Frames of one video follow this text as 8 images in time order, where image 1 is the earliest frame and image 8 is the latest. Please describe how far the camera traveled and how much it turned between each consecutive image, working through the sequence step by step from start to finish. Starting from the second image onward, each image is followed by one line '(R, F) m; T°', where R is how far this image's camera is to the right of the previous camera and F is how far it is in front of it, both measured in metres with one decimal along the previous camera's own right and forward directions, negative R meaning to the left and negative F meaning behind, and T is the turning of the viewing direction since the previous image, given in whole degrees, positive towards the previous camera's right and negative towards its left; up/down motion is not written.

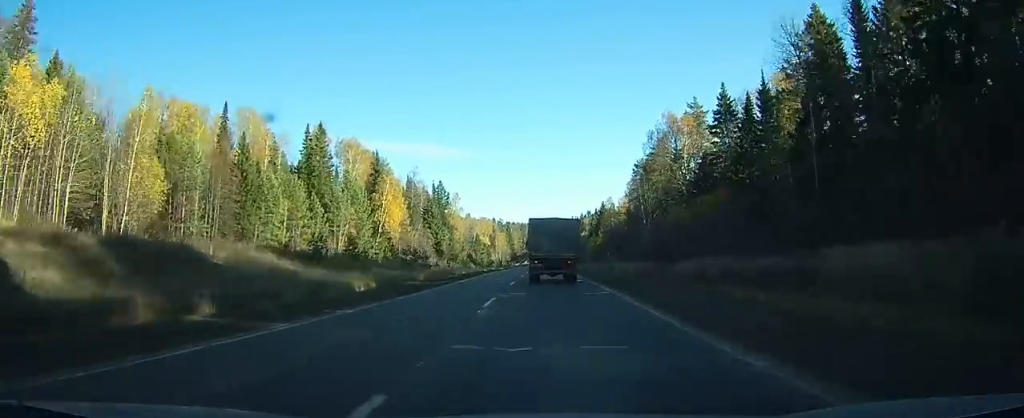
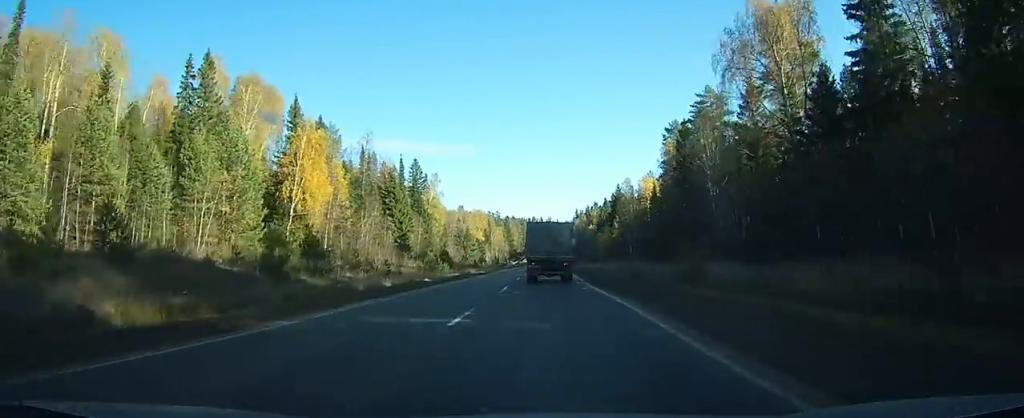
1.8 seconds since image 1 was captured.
(+0.3, +40.2) m; +1°
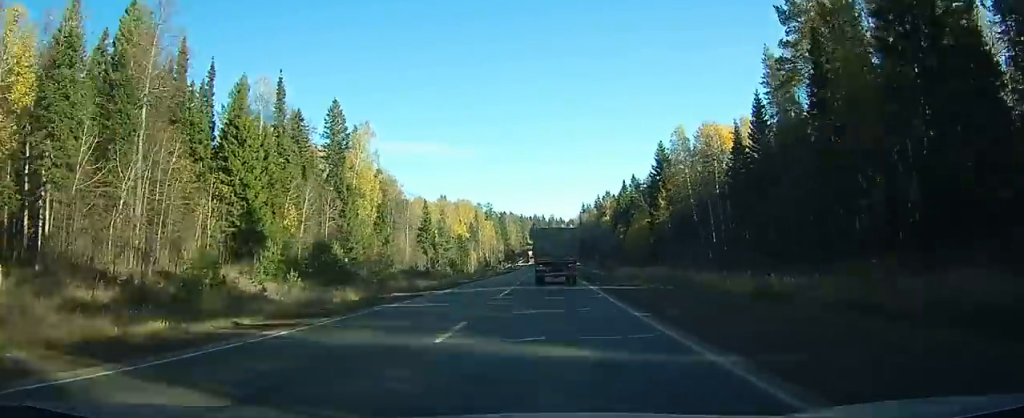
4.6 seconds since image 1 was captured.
(+1.0, +62.3) m; +1°
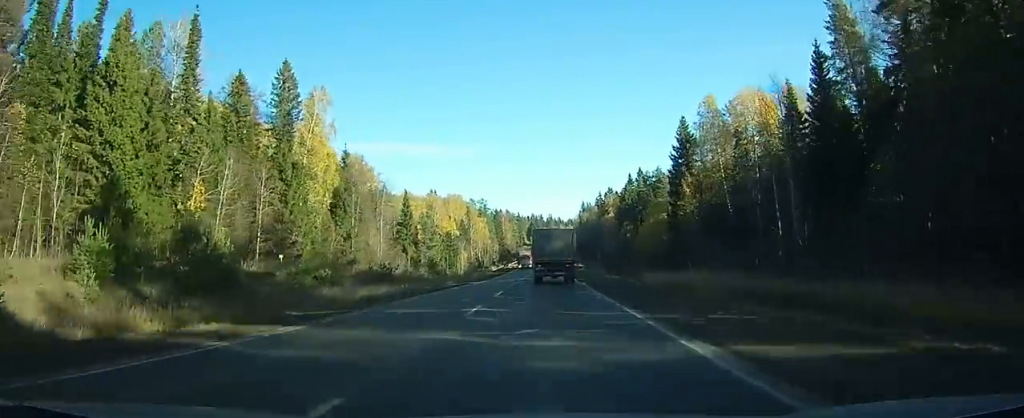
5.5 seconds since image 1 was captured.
(0.0, +19.4) m; 0°
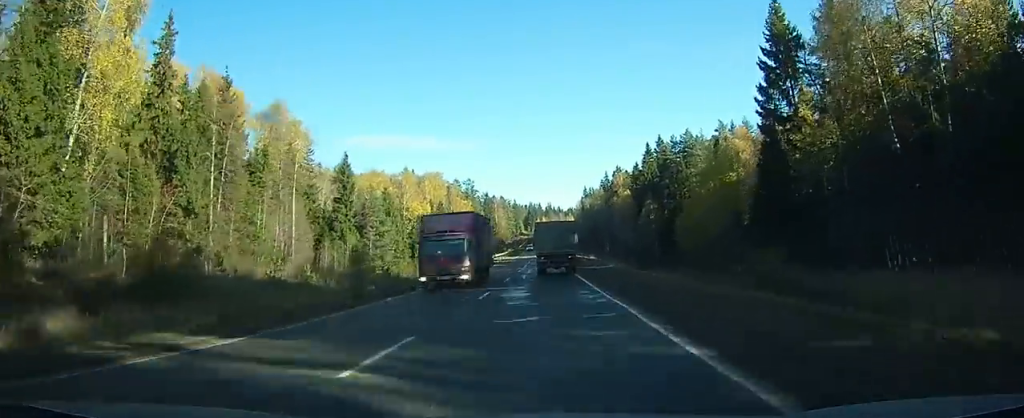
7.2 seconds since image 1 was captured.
(-0.4, +39.0) m; -1°
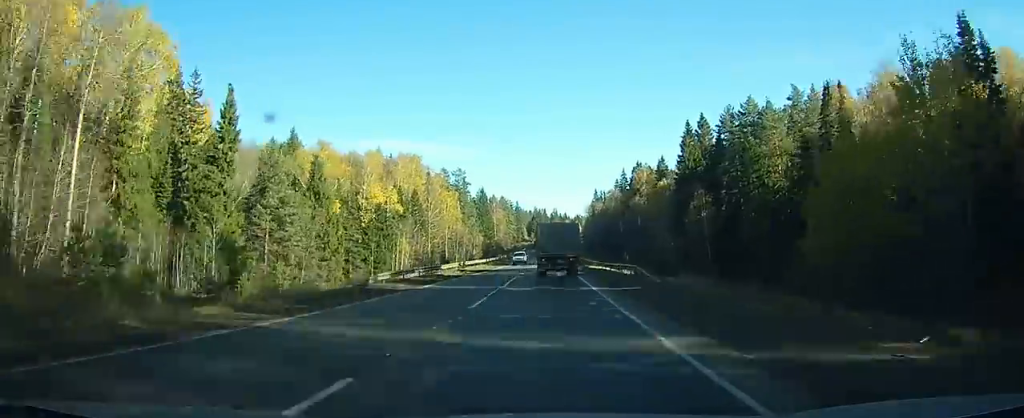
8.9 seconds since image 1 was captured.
(-0.1, +38.2) m; -1°
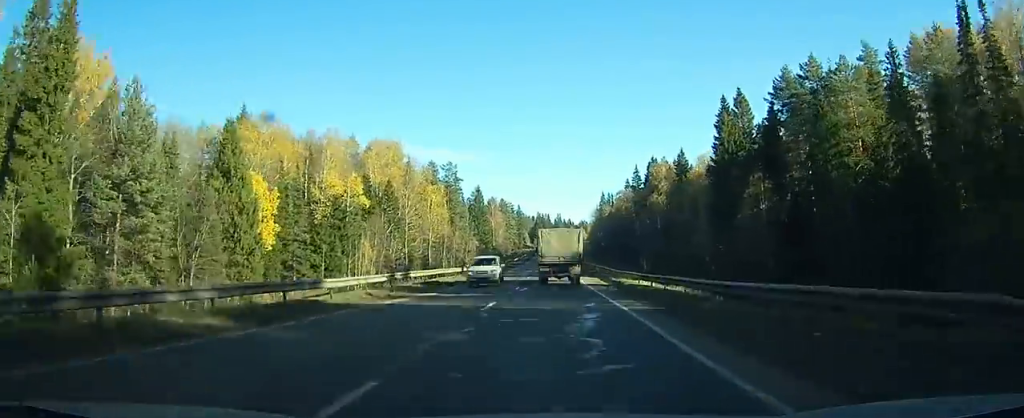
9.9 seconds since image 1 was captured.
(-0.1, +23.4) m; 0°
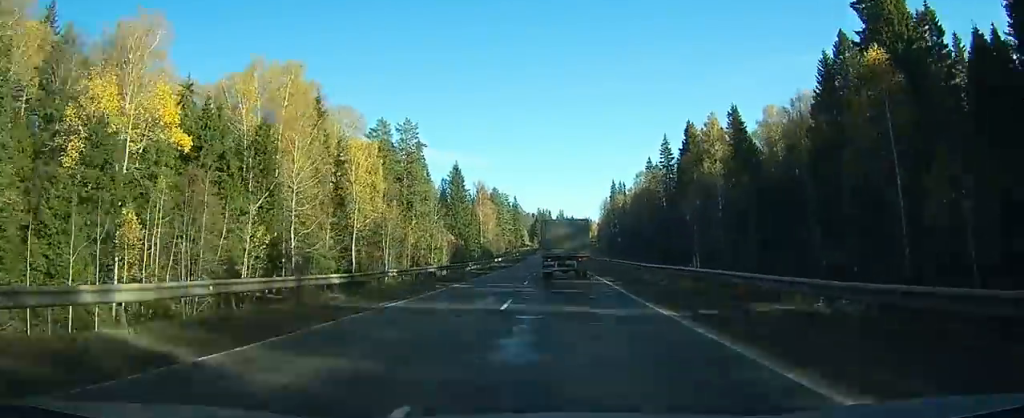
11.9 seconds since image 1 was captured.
(-0.2, +47.3) m; 0°
